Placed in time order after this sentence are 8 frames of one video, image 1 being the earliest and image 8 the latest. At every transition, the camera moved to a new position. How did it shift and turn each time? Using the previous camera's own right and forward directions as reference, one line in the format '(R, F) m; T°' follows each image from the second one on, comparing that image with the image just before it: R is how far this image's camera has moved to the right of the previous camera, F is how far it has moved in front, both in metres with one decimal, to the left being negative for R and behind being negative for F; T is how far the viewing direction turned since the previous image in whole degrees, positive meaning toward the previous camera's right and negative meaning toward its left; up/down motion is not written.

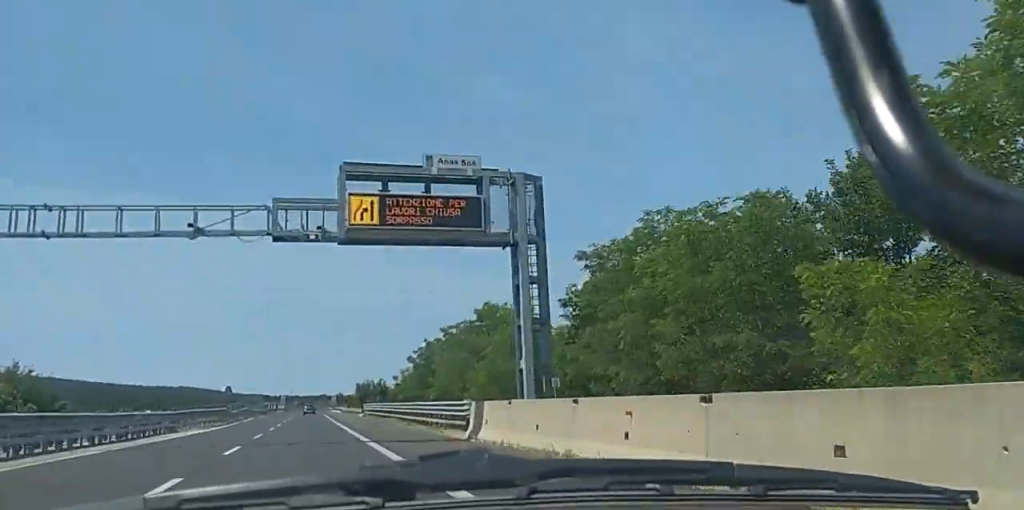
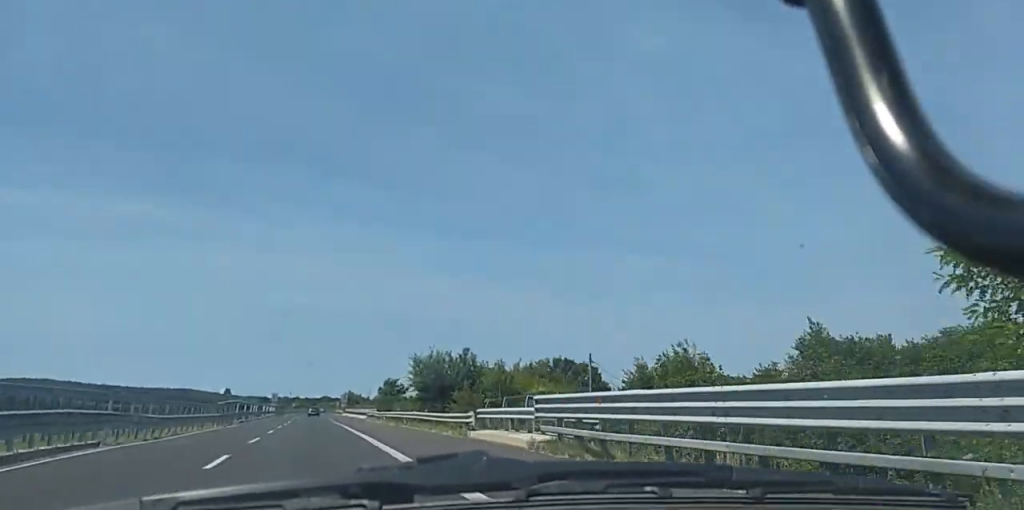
(-1.4, +64.8) m; 0°
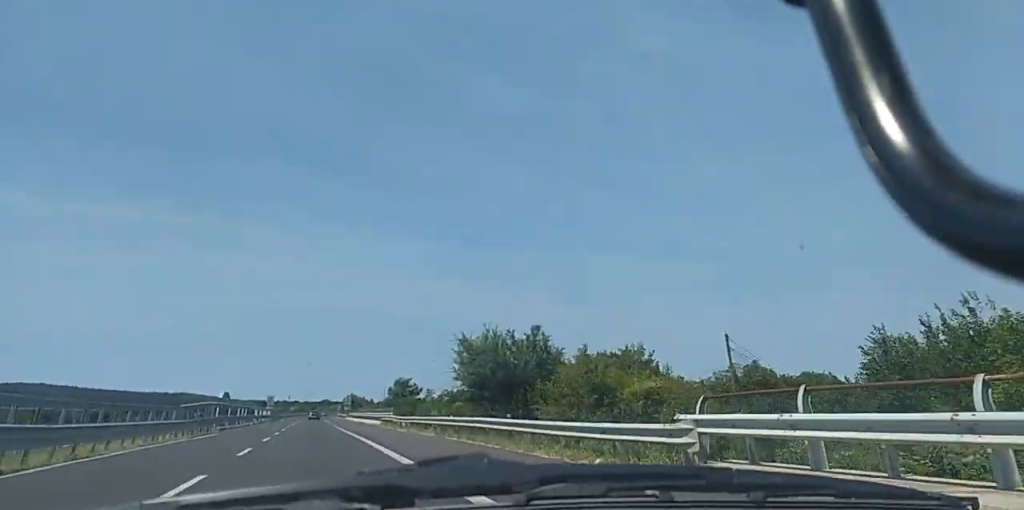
(+0.1, +17.3) m; +1°
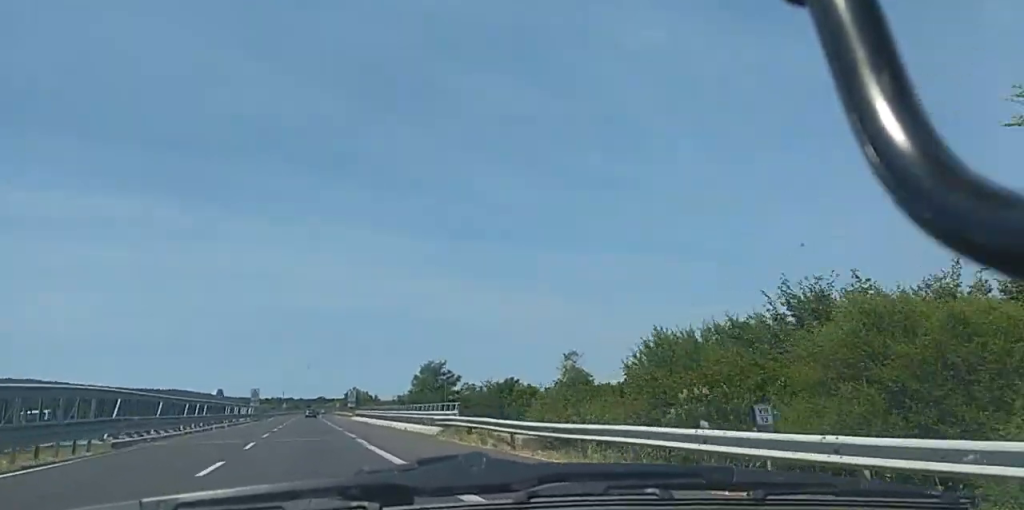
(+0.3, +30.8) m; +1°
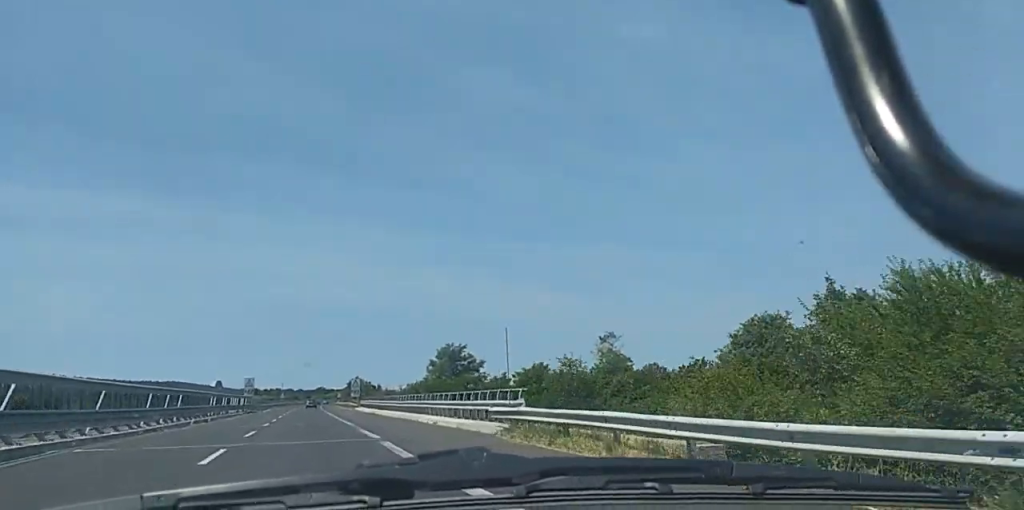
(+0.2, +11.5) m; 0°
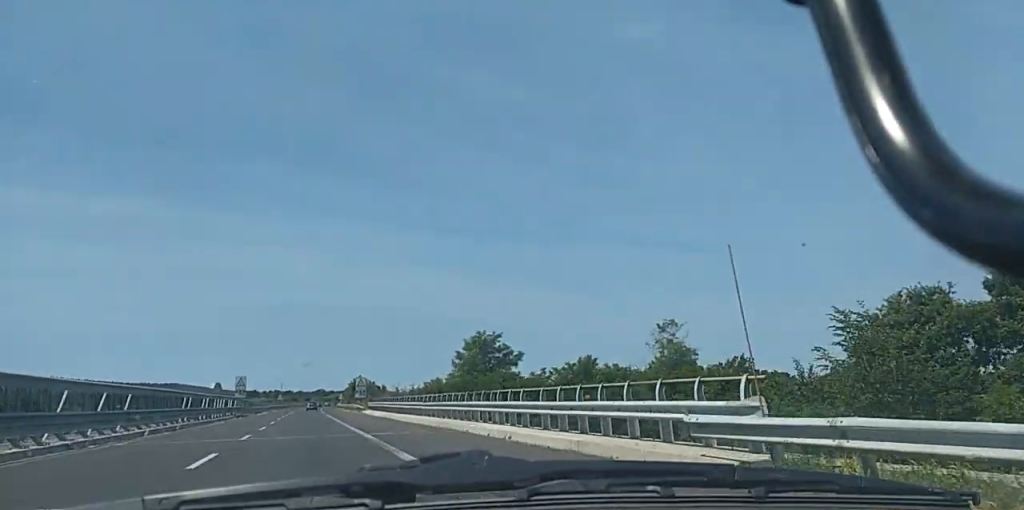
(+0.1, +13.4) m; 0°
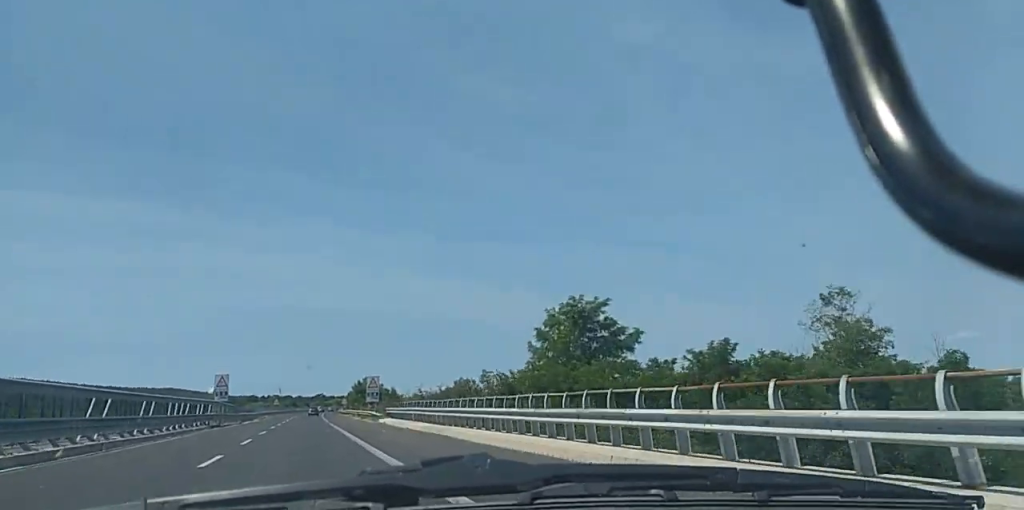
(-0.5, +20.9) m; 0°
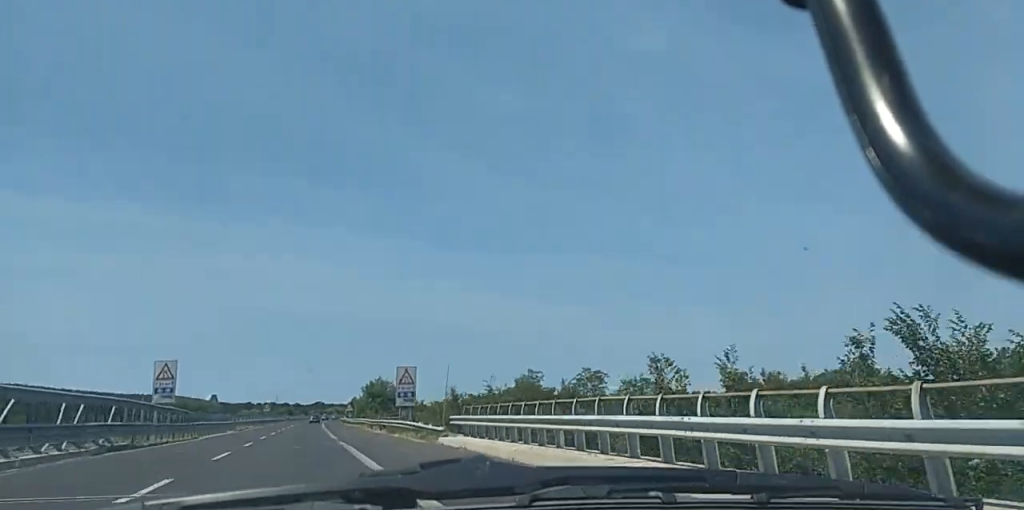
(+0.5, +29.5) m; 0°
